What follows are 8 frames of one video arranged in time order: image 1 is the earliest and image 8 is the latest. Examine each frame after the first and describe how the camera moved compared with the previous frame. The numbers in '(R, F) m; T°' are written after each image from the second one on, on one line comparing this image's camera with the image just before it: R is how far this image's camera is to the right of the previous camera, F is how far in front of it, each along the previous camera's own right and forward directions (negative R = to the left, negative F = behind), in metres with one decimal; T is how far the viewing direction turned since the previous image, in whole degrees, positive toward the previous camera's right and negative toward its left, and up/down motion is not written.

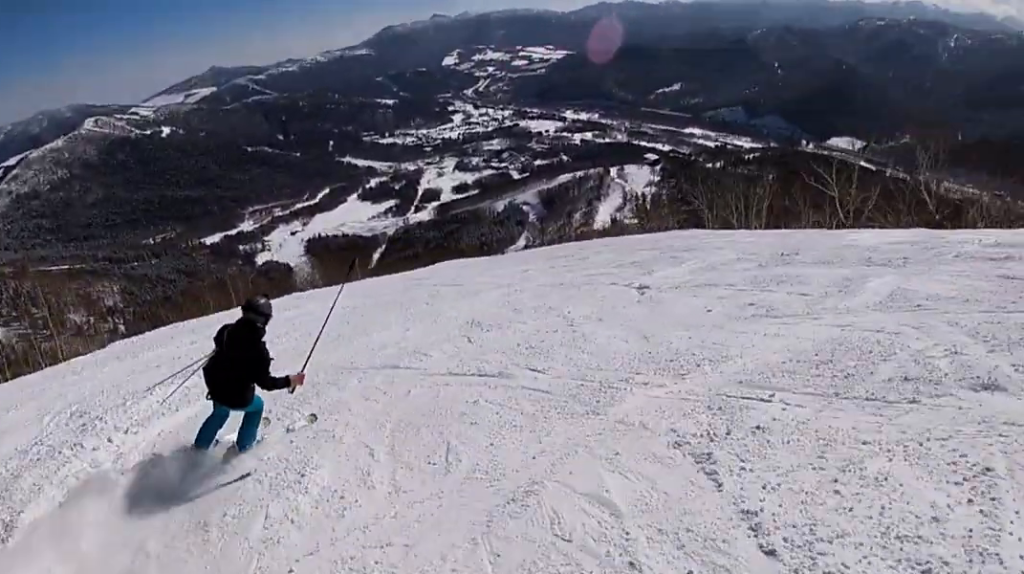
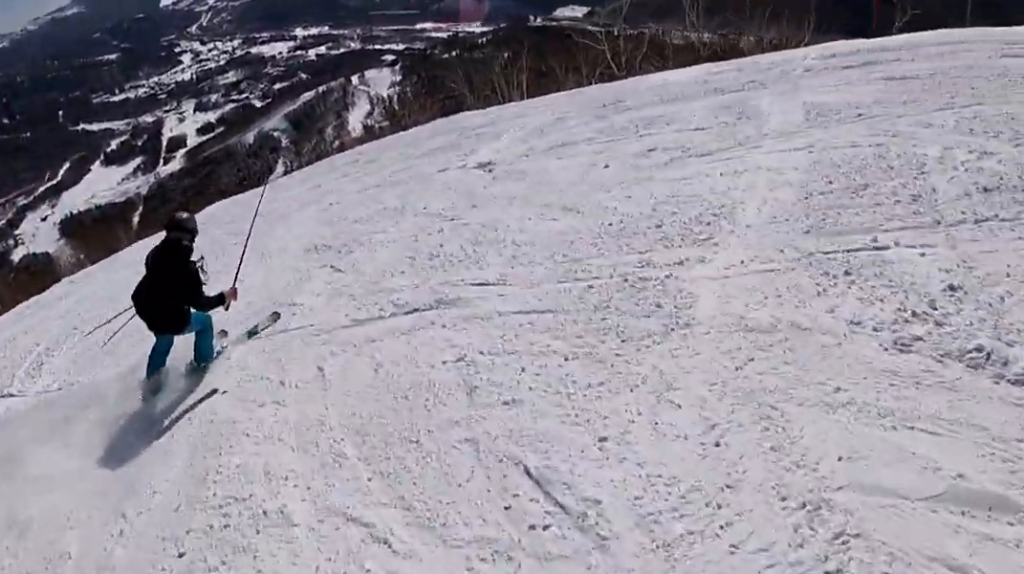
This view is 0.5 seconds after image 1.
(+1.1, +2.2) m; +15°
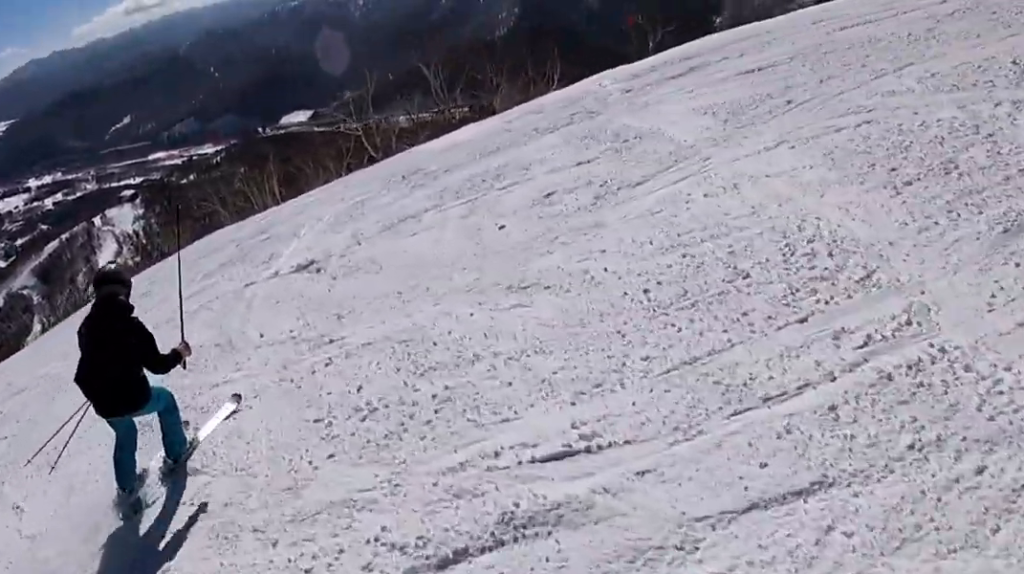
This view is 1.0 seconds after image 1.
(+0.6, +2.6) m; +10°
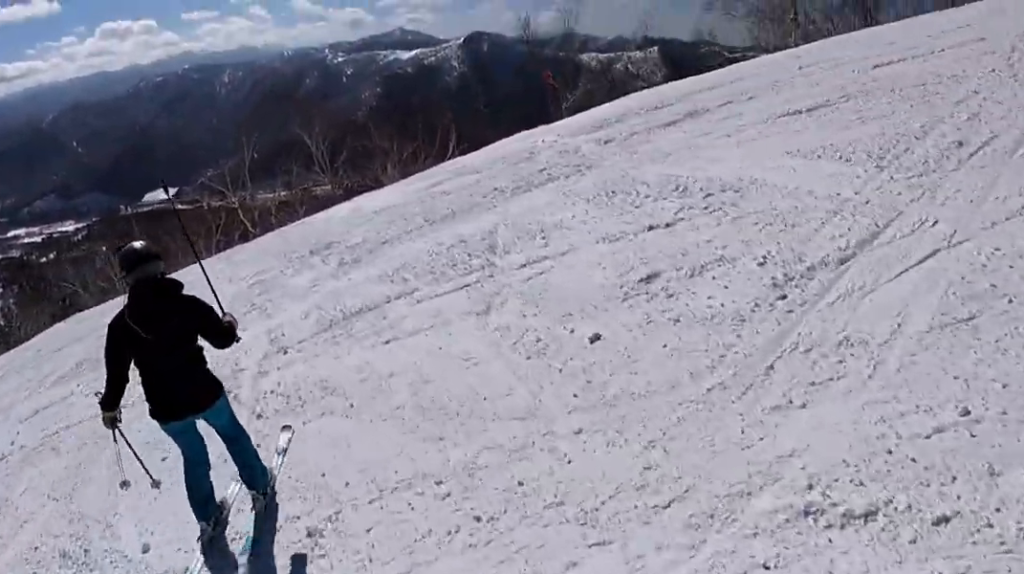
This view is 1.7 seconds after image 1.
(+0.1, +3.2) m; -6°
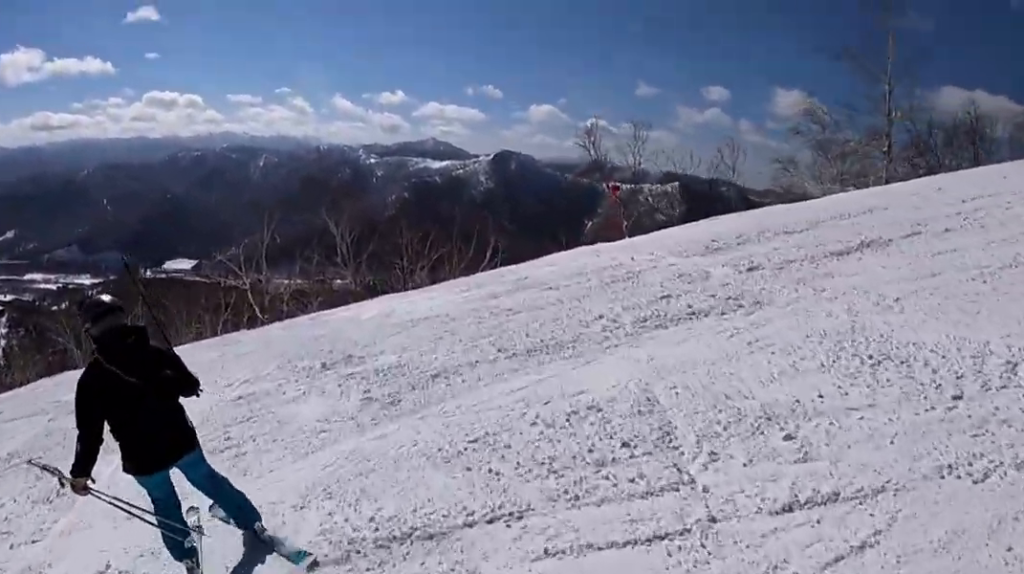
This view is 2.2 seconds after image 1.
(-0.2, +2.7) m; -14°
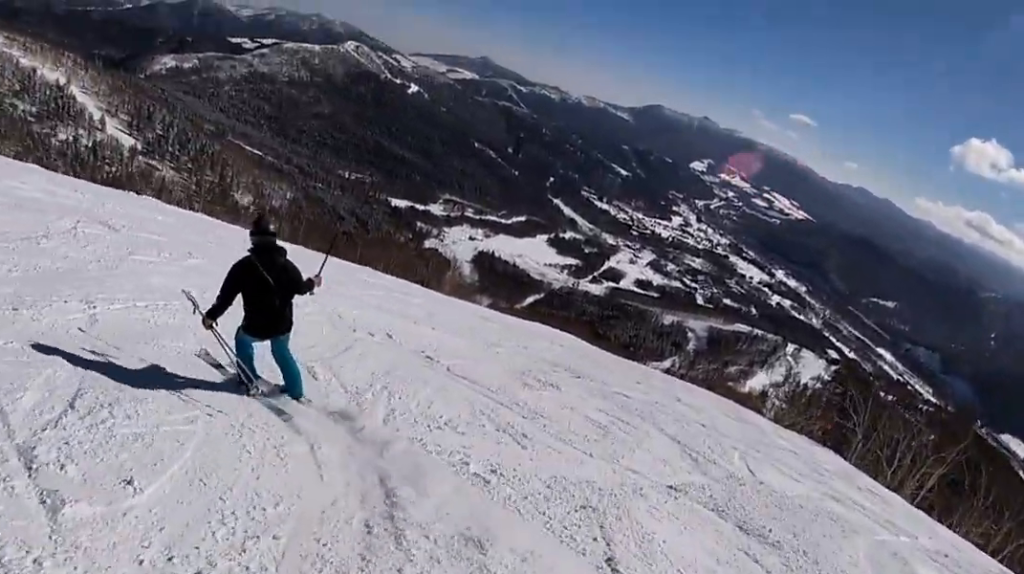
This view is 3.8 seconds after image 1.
(-3.1, +6.5) m; -43°
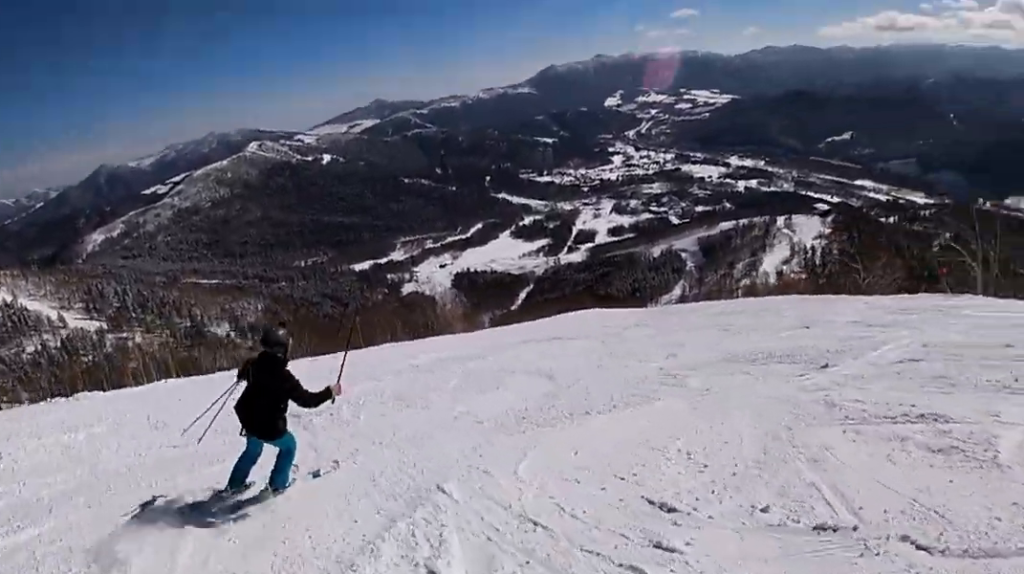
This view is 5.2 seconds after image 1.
(-0.4, +6.9) m; +24°
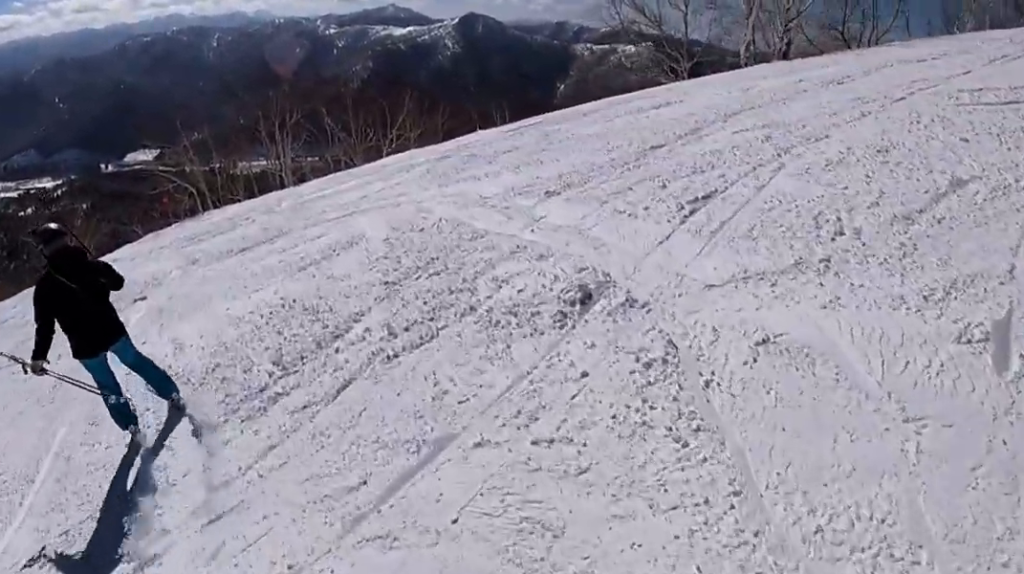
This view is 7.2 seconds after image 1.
(+6.5, +6.9) m; +33°
